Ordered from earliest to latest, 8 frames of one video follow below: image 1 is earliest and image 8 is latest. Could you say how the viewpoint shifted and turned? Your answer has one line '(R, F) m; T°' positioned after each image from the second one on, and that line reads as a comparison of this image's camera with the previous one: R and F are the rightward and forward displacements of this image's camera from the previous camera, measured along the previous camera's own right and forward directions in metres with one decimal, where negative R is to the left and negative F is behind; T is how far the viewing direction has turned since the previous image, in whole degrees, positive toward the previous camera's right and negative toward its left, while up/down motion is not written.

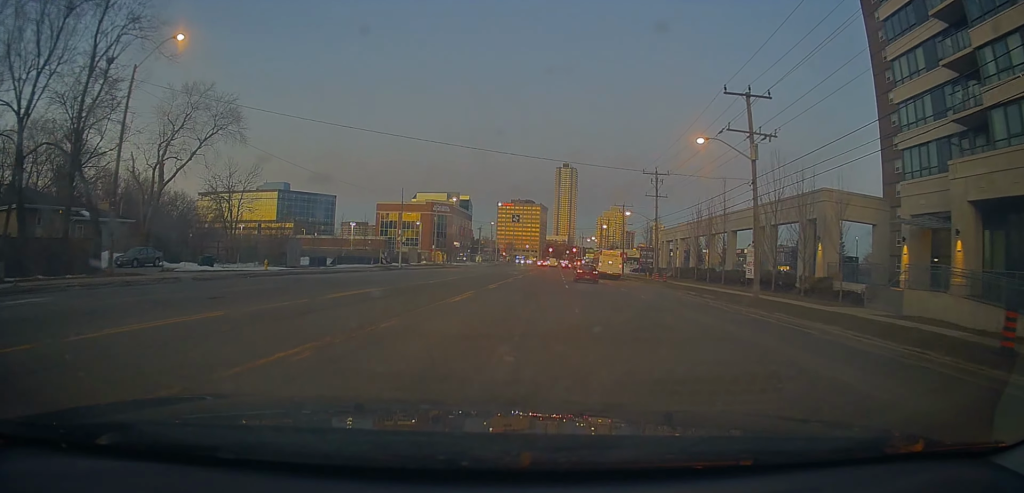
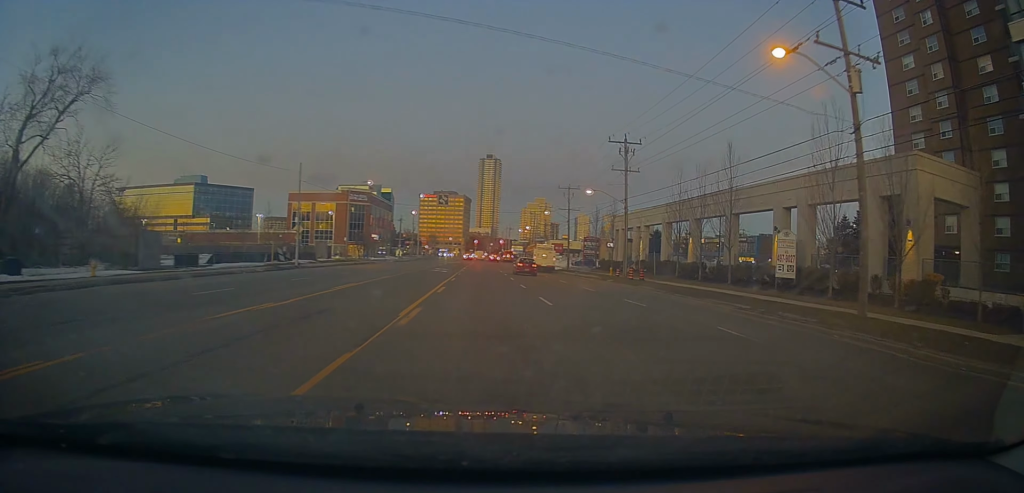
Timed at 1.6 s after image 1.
(+0.6, +13.0) m; +8°
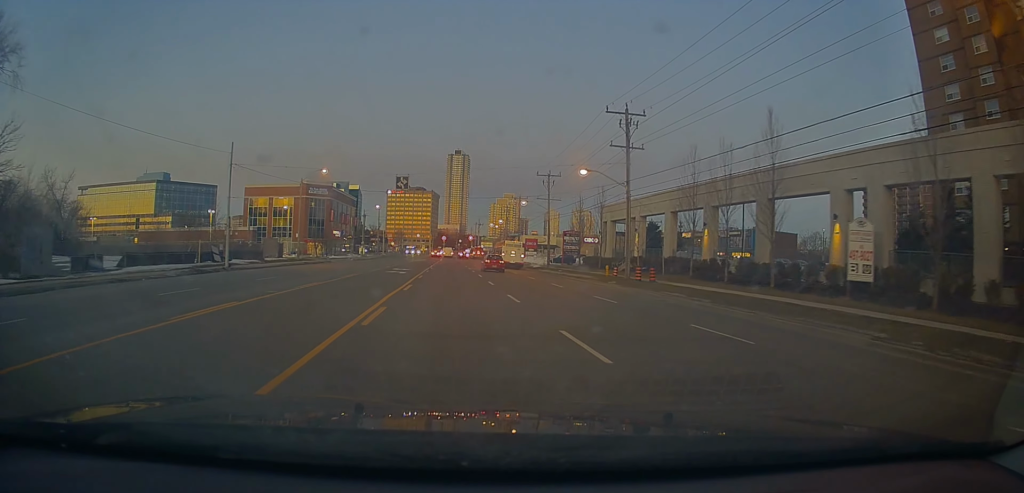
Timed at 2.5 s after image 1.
(+0.5, +8.7) m; +4°
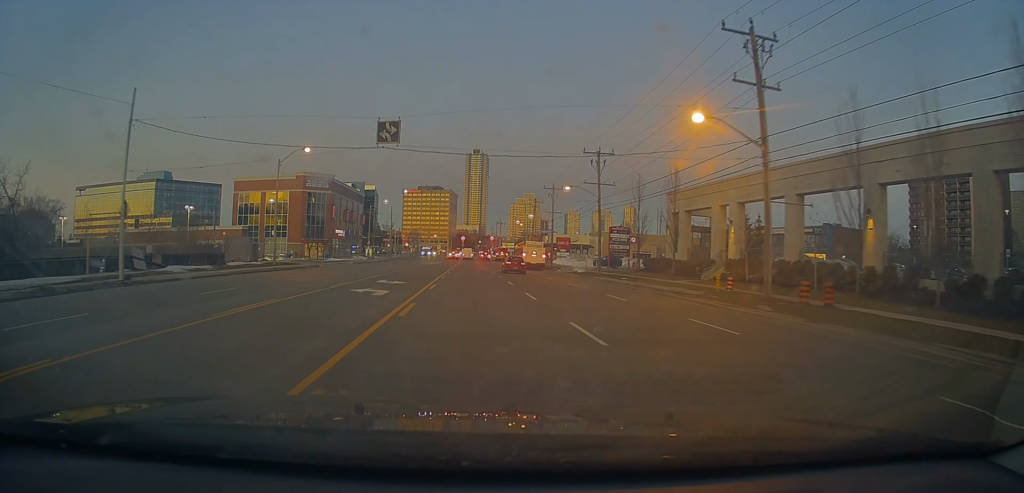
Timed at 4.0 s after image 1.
(+0.3, +16.3) m; +4°
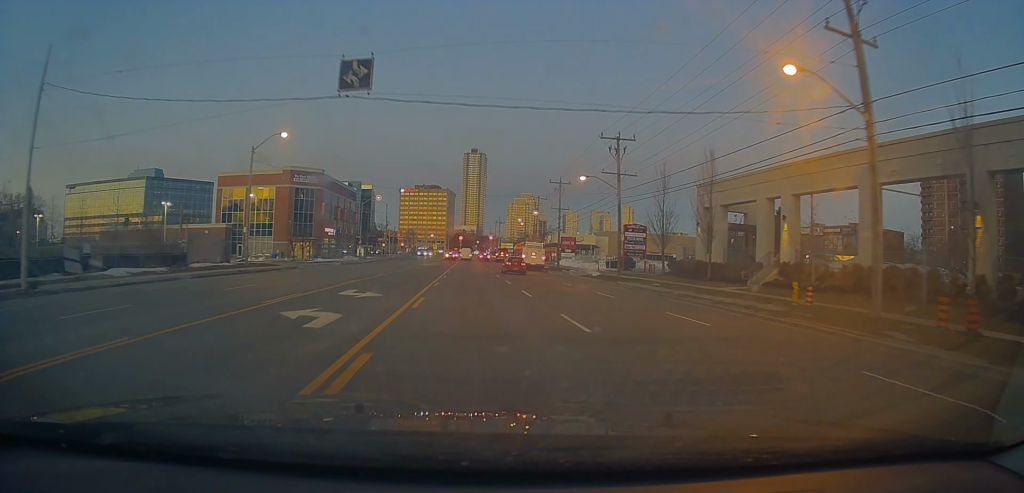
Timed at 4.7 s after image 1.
(+0.2, +7.2) m; 0°
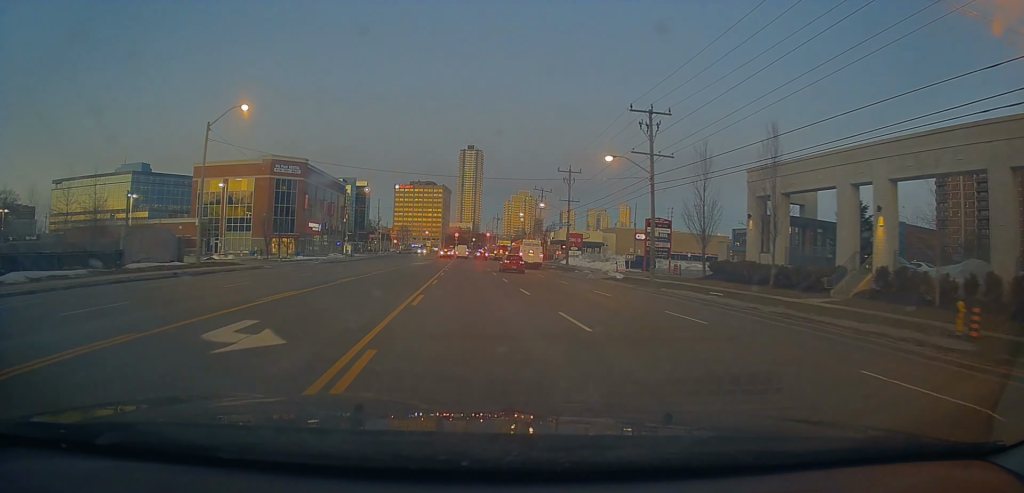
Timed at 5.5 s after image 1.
(+0.1, +9.0) m; -1°
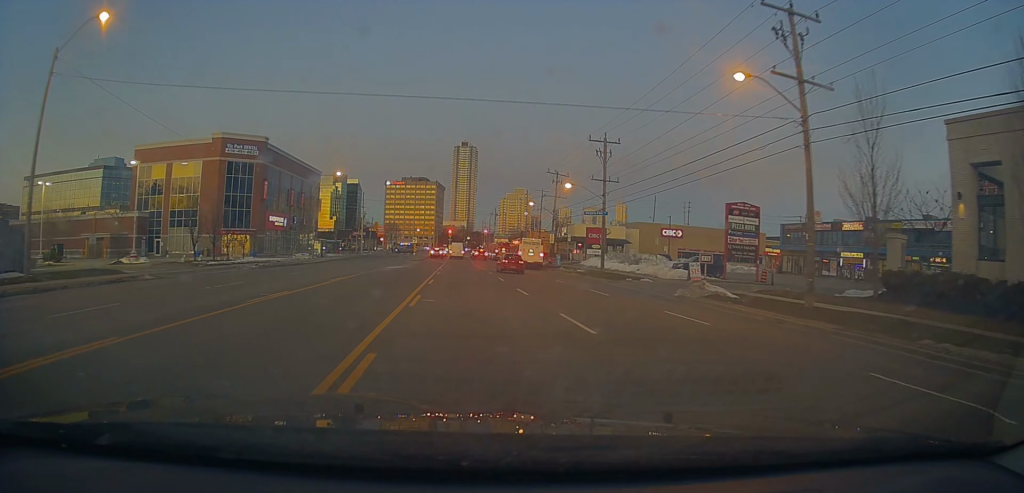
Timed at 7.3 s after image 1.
(+0.3, +19.1) m; +3°
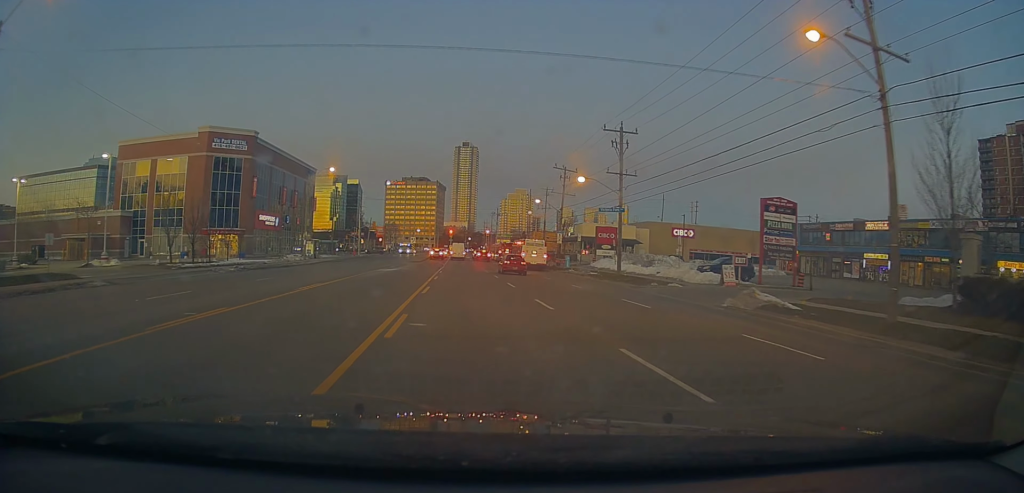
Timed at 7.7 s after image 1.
(-0.2, +4.9) m; -3°
